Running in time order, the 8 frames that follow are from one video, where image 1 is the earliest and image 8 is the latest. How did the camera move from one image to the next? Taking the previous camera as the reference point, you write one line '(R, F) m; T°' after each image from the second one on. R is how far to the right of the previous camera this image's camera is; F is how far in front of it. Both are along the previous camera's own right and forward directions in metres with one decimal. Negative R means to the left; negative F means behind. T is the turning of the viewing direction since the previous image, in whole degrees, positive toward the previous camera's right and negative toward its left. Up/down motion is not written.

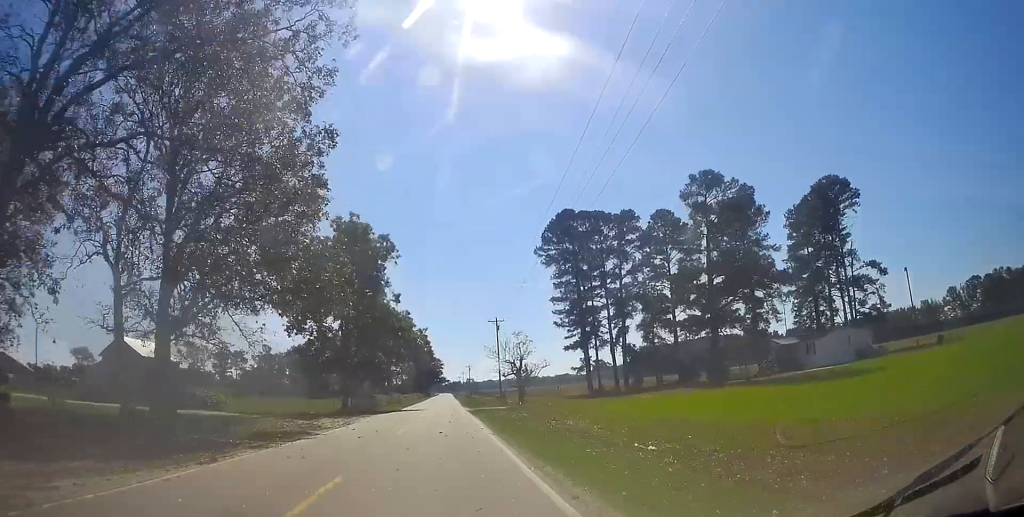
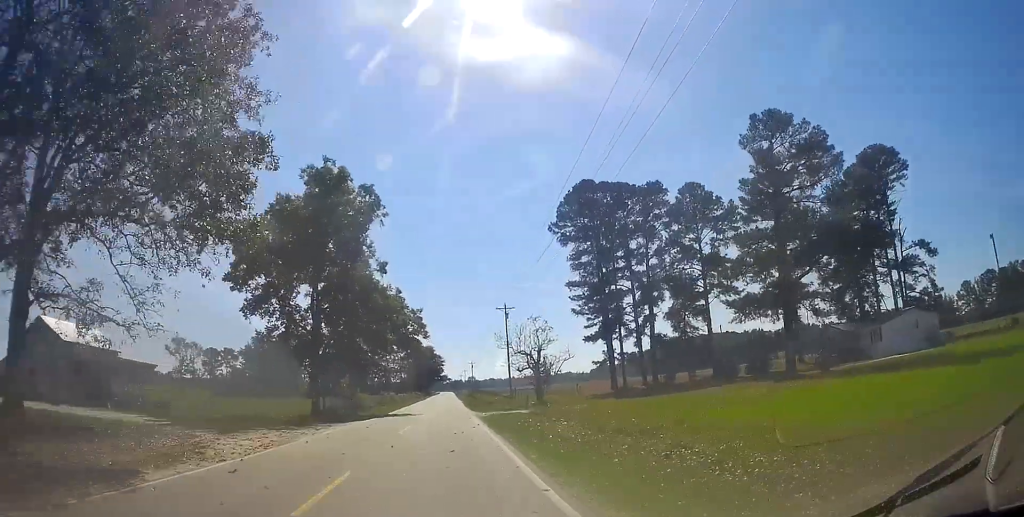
(0.0, +11.5) m; 0°
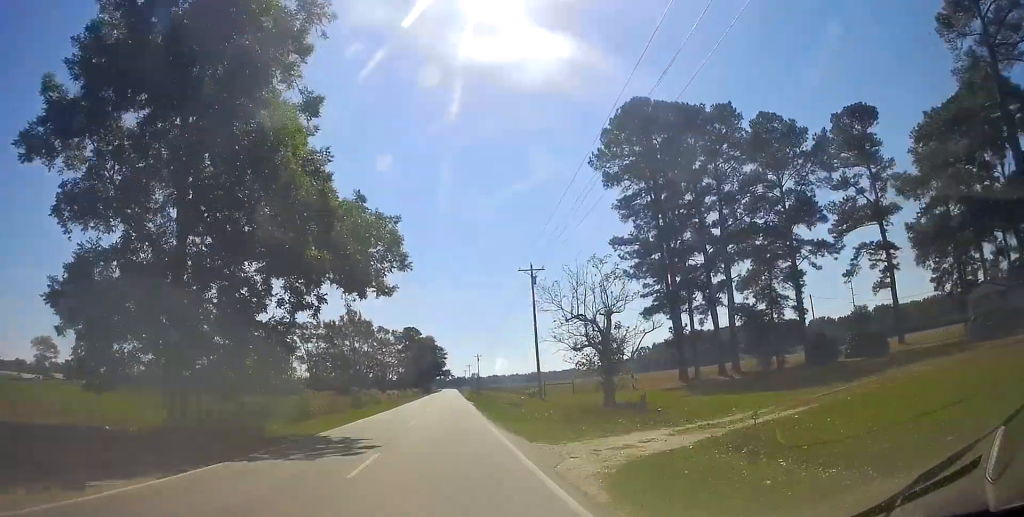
(0.0, +21.1) m; 0°
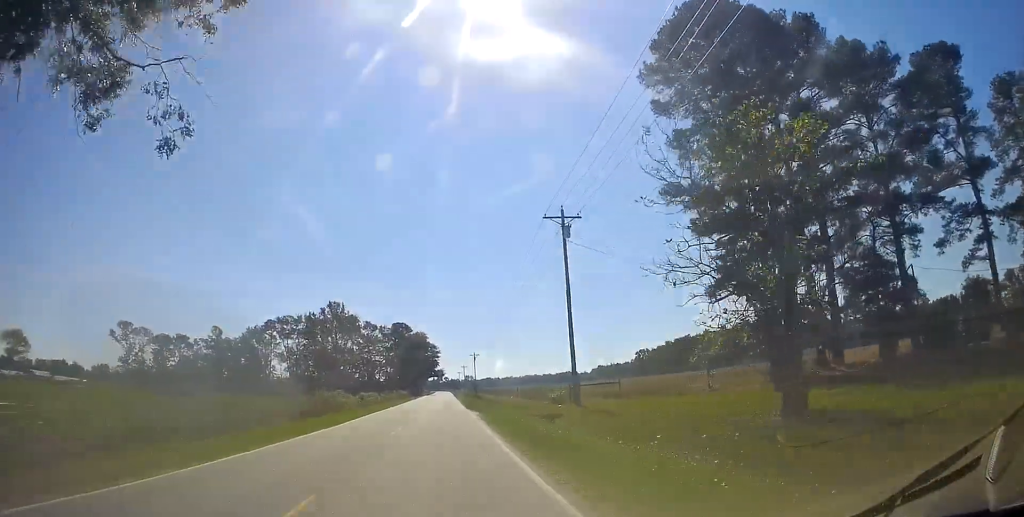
(-0.1, +16.9) m; 0°
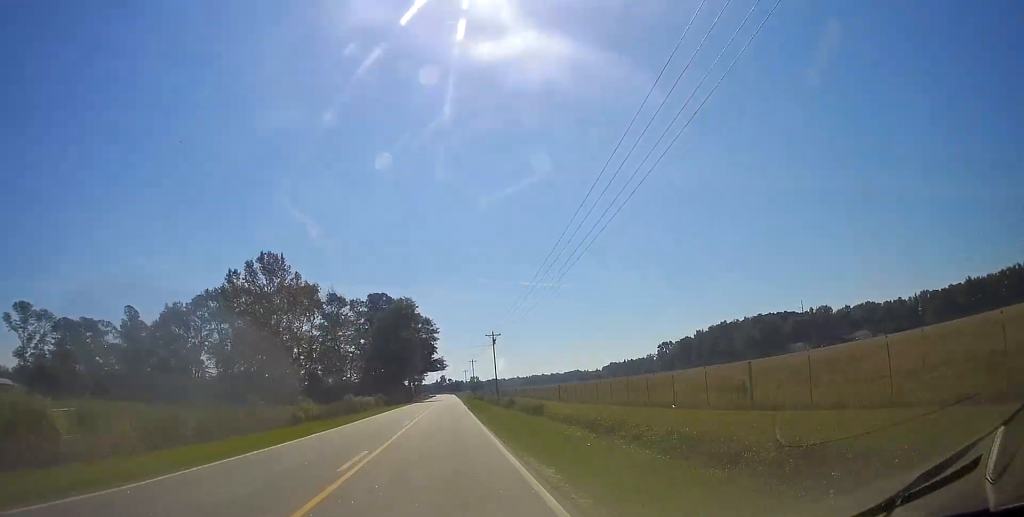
(+1.4, +54.9) m; +2°
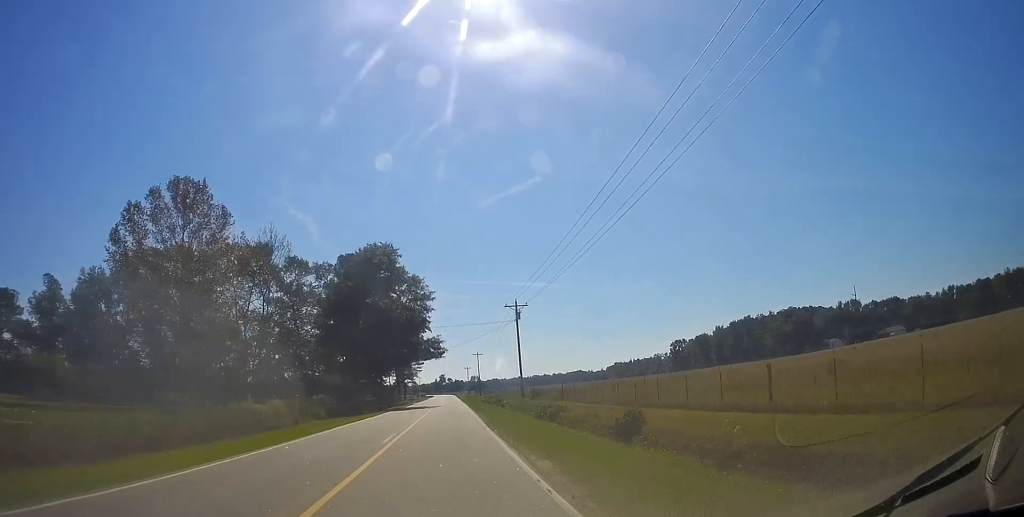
(-1.0, +31.6) m; -2°
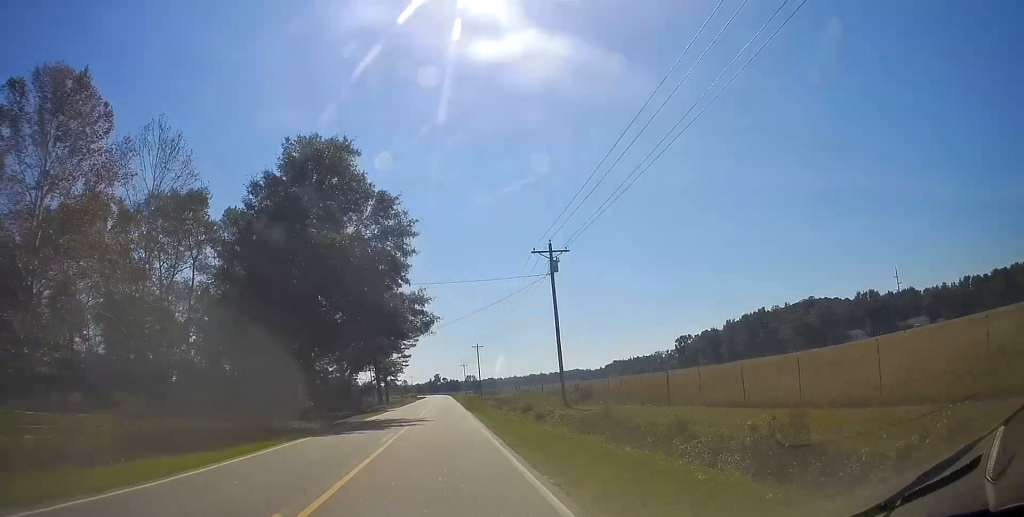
(-0.2, +23.5) m; +1°
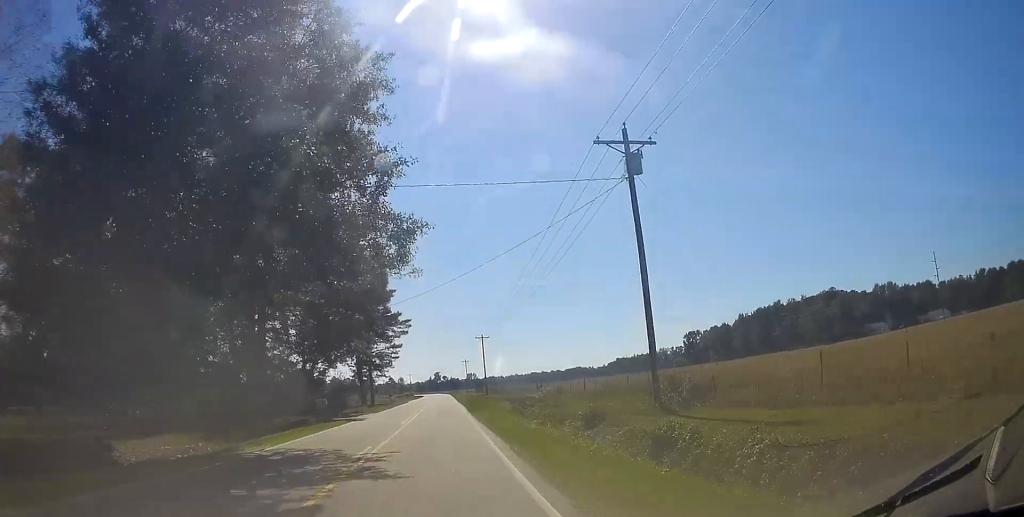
(+0.4, +16.7) m; 0°
